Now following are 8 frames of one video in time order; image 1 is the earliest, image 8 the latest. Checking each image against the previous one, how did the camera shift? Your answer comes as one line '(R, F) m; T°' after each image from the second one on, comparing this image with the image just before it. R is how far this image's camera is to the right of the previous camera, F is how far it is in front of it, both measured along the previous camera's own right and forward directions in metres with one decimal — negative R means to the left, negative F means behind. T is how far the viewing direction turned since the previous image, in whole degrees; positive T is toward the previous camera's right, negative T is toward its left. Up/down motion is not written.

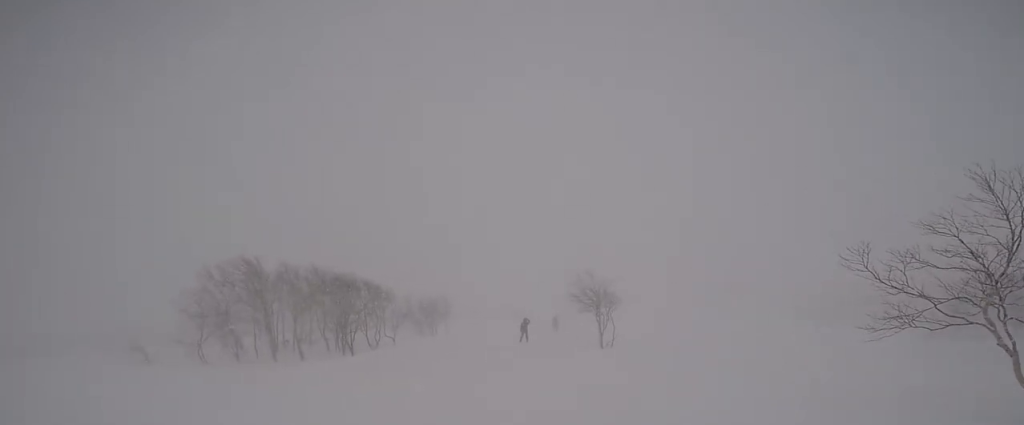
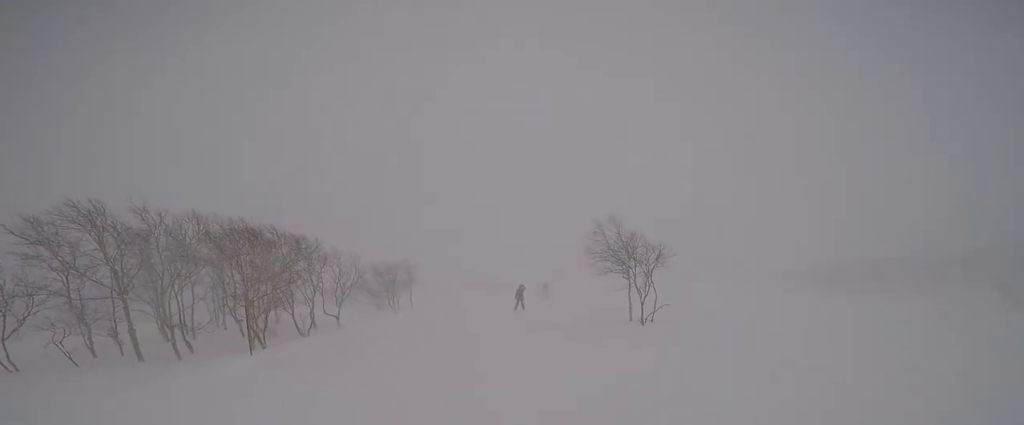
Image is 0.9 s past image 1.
(-0.7, +5.2) m; +1°
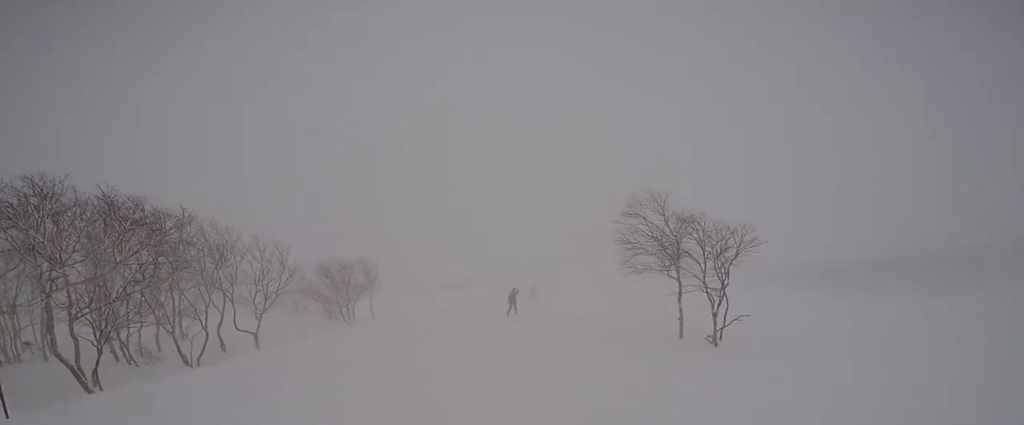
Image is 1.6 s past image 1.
(+0.2, +4.0) m; +5°
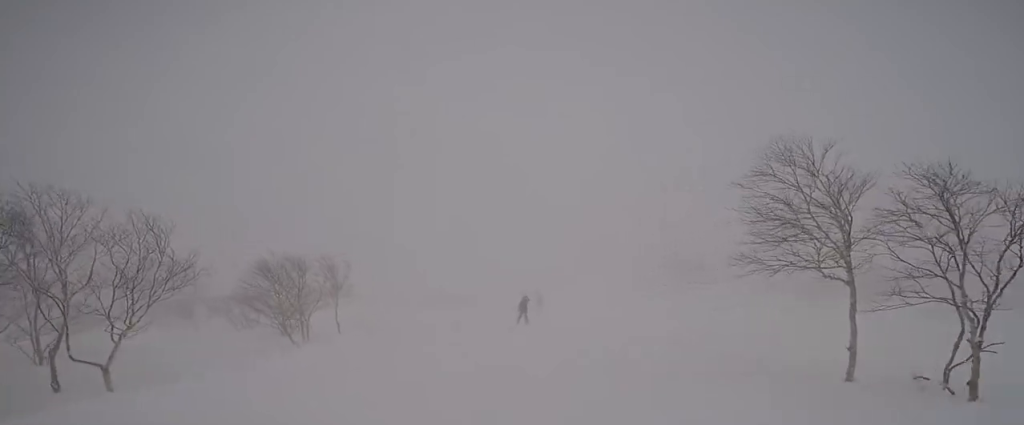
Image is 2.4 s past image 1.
(+0.7, +4.3) m; +9°
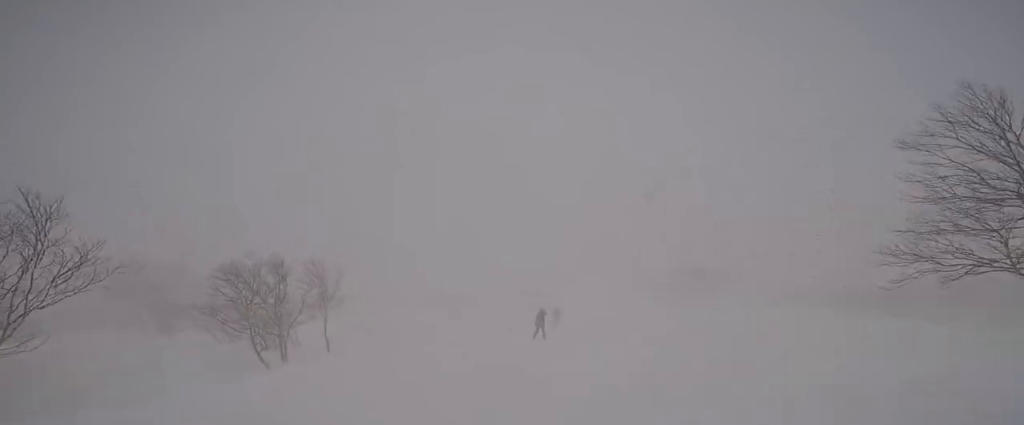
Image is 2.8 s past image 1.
(-0.2, +2.1) m; +4°
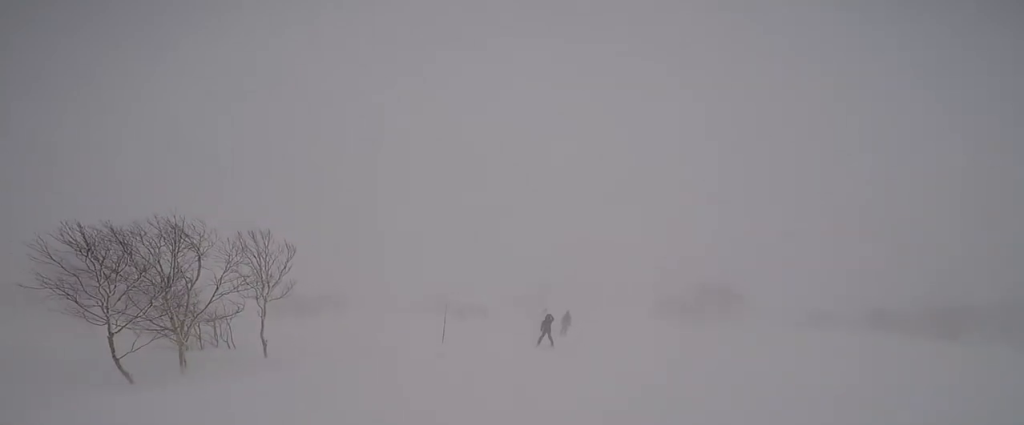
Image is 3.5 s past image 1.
(+0.1, +3.3) m; +4°
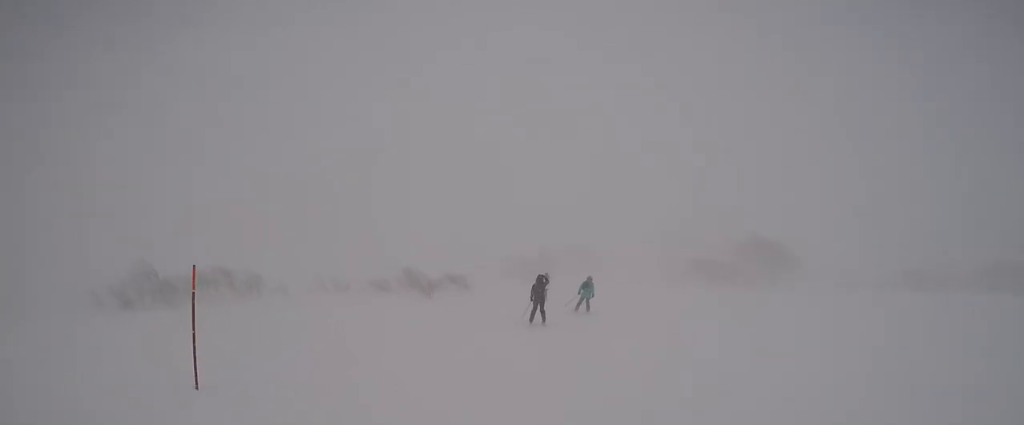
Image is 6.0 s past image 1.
(+0.3, +9.9) m; +10°
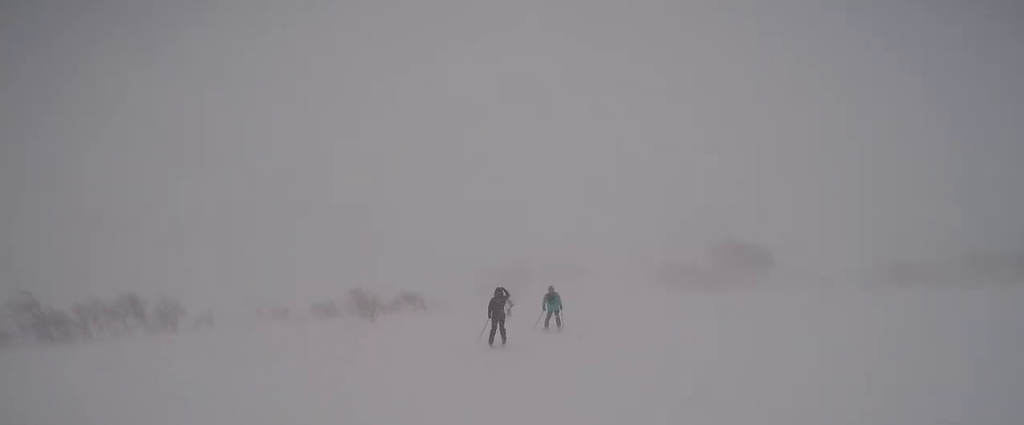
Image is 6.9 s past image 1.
(+0.2, +2.7) m; +4°
